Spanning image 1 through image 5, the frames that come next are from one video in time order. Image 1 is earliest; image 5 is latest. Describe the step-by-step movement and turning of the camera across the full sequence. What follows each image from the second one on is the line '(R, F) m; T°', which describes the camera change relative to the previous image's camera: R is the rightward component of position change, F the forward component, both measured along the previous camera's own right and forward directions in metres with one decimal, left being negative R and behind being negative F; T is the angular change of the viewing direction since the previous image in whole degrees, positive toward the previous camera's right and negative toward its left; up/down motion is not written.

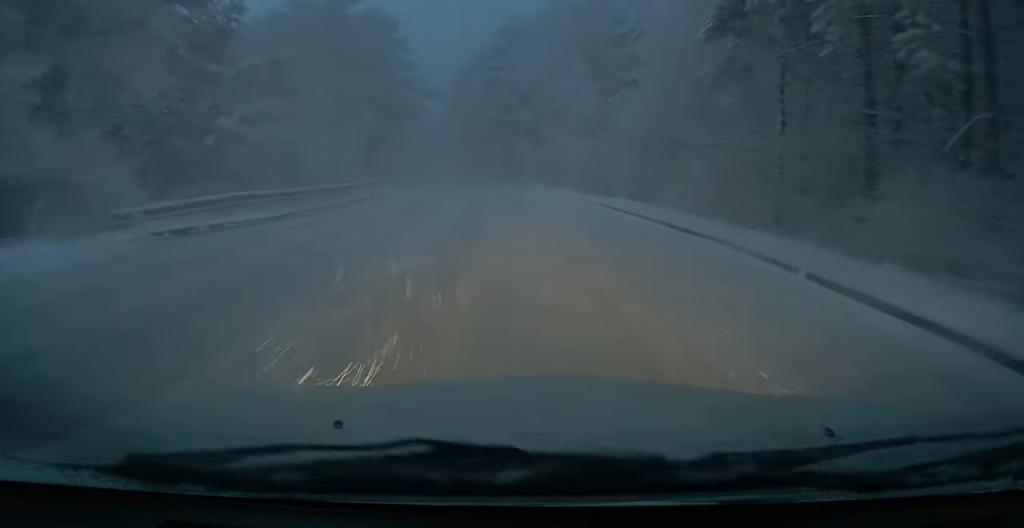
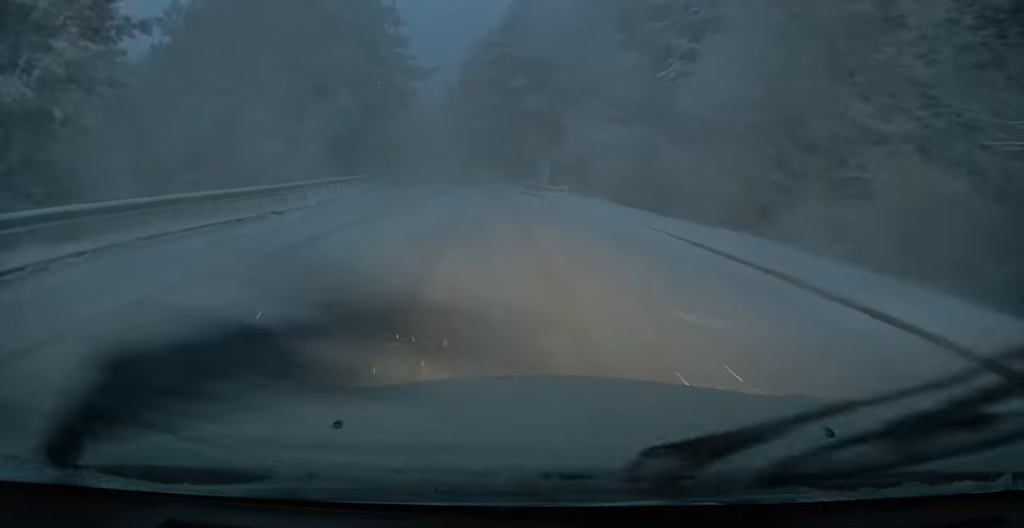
(+0.1, +11.9) m; 0°
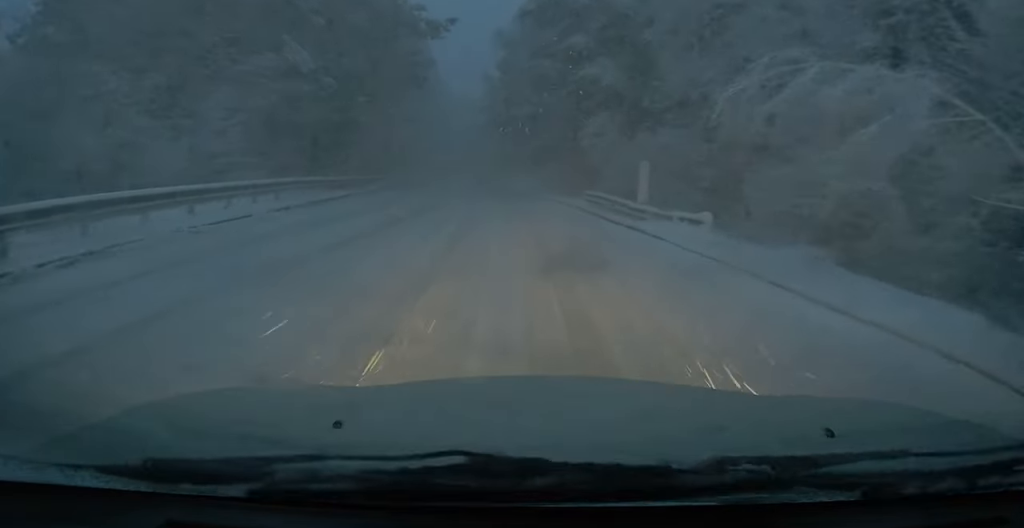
(-0.4, +17.4) m; 0°
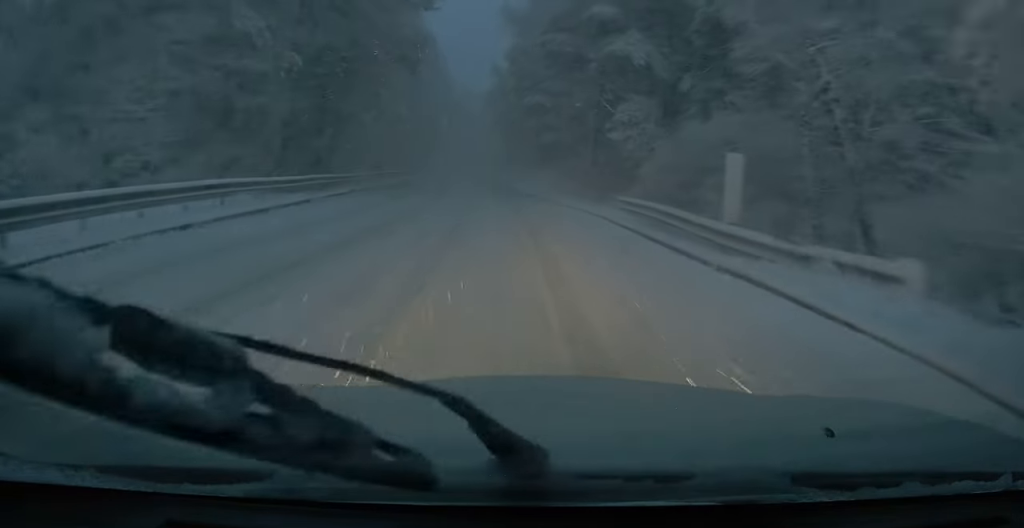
(+0.2, +6.4) m; +2°
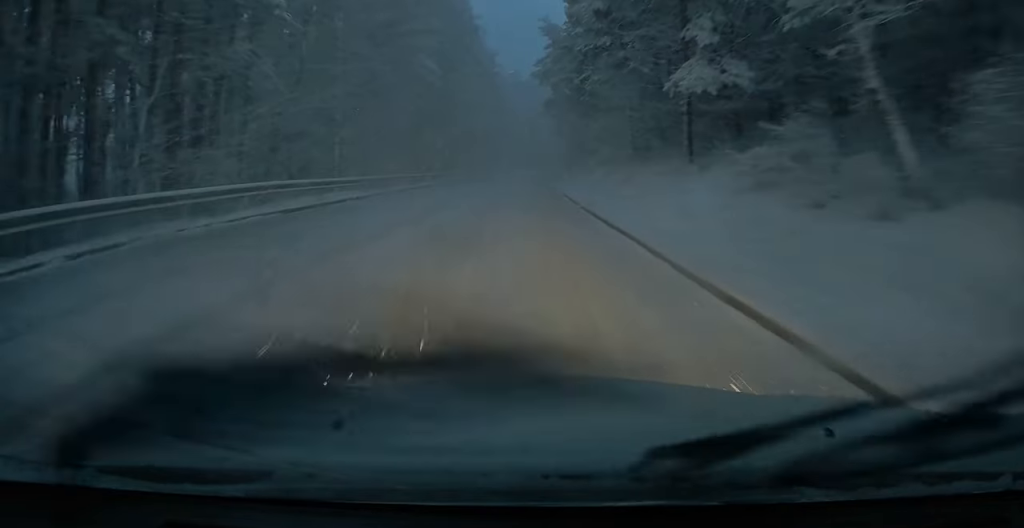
(-1.4, +29.3) m; -5°
